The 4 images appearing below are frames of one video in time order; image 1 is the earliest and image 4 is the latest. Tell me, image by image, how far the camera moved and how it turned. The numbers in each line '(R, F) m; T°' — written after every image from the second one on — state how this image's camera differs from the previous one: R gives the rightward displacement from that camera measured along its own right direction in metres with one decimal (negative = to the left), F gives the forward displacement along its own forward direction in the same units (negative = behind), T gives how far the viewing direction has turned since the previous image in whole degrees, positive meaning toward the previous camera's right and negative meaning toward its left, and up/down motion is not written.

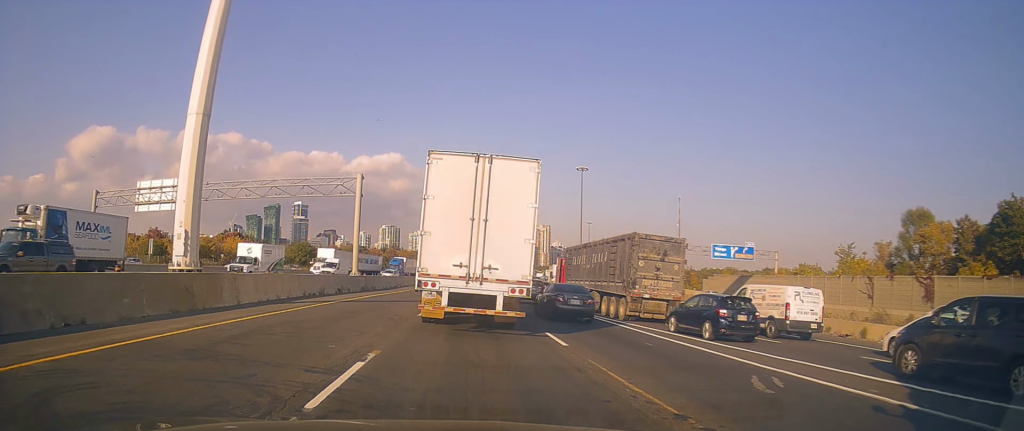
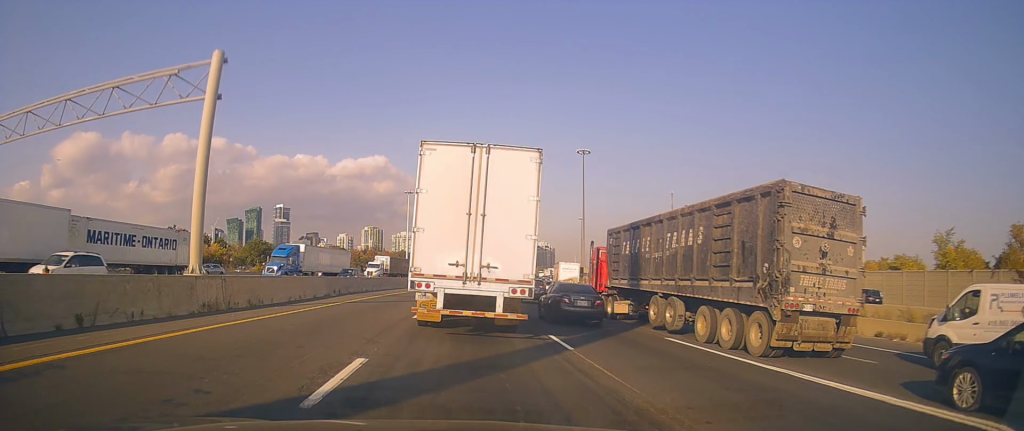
(+1.3, +25.5) m; +3°
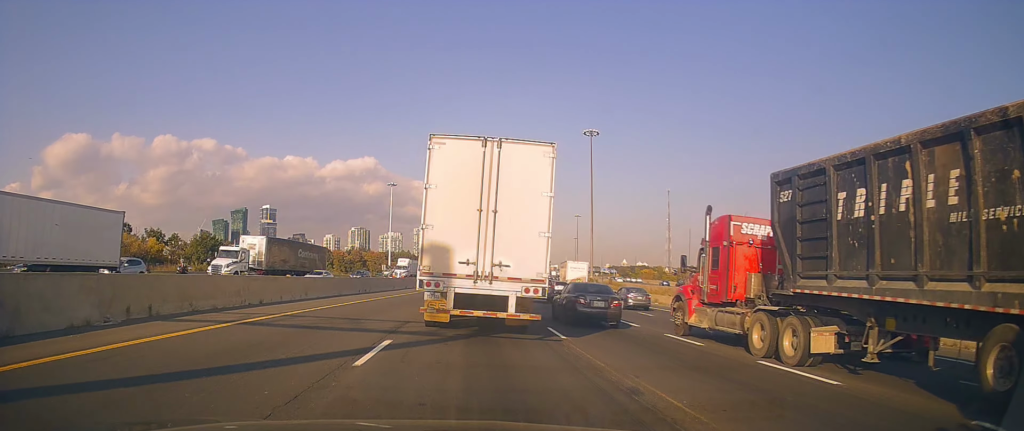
(+0.1, +22.6) m; +1°
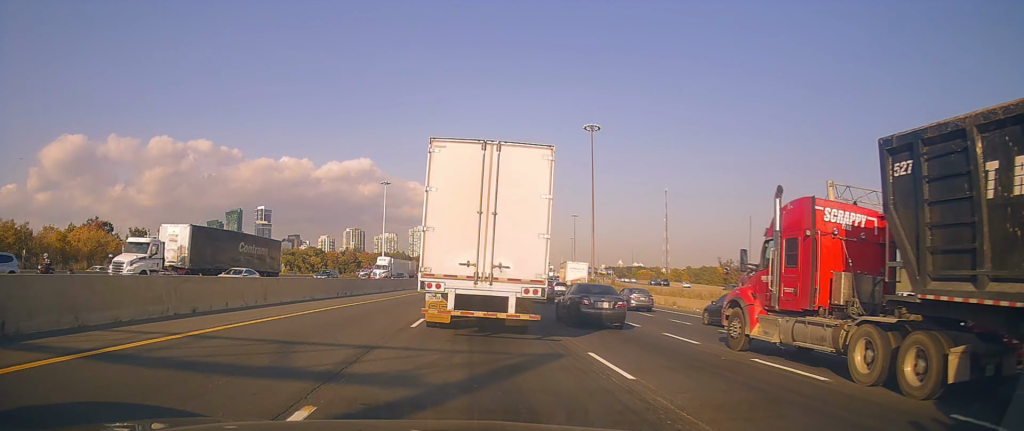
(0.0, +5.7) m; +2°
